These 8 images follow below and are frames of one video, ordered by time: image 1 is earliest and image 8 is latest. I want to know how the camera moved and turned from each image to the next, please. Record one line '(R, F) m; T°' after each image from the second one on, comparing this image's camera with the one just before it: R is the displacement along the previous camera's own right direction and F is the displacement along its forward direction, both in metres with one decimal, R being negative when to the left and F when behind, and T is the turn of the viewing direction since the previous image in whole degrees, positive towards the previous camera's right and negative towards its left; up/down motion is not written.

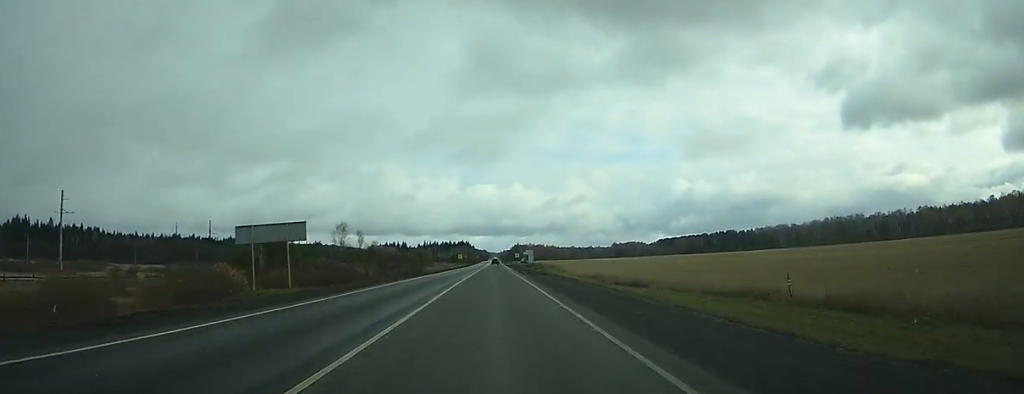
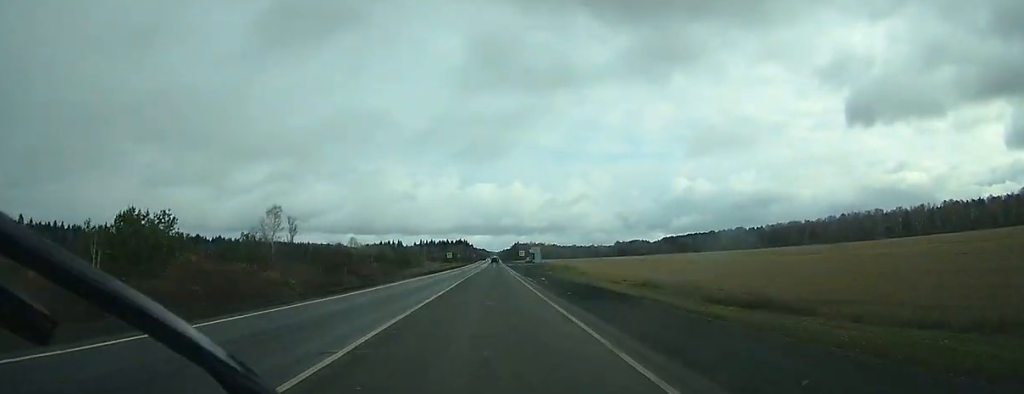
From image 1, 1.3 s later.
(0.0, +33.9) m; 0°
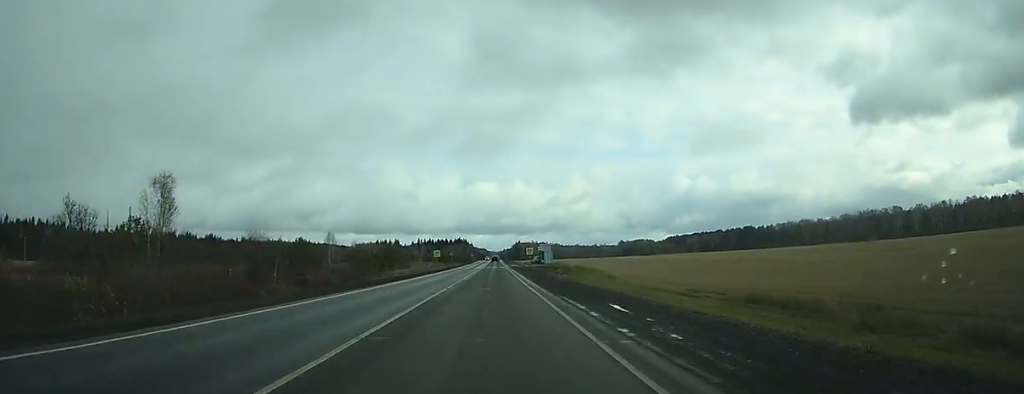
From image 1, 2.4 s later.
(0.0, +27.1) m; 0°
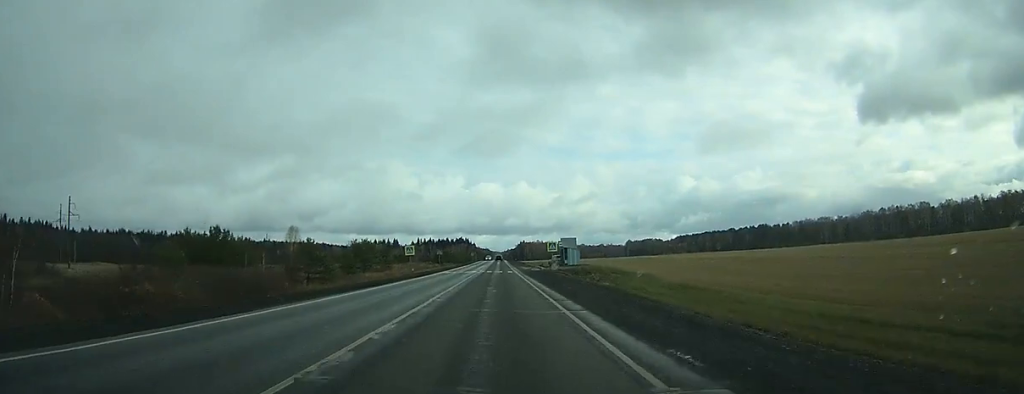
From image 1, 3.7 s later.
(-0.1, +33.1) m; 0°
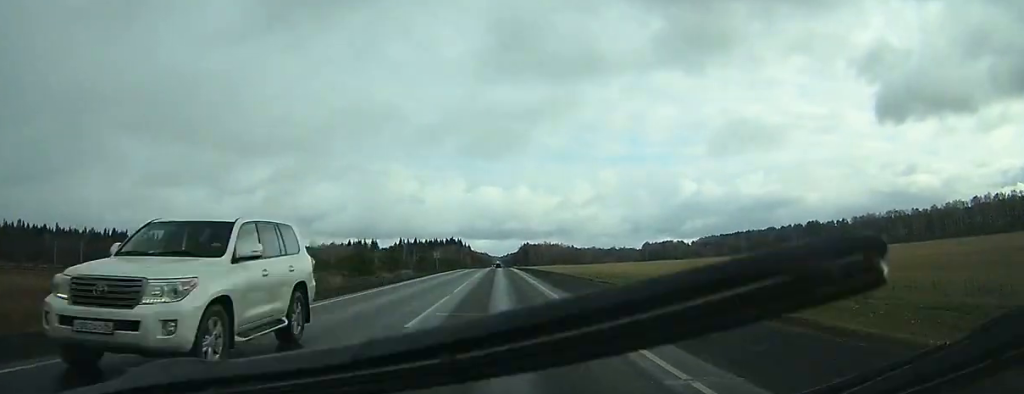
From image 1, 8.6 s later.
(+0.2, +115.0) m; 0°
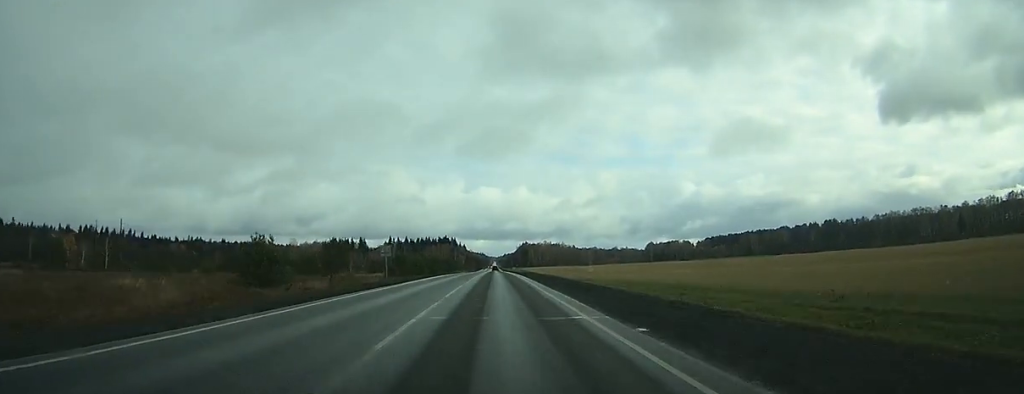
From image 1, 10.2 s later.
(-0.1, +40.0) m; 0°
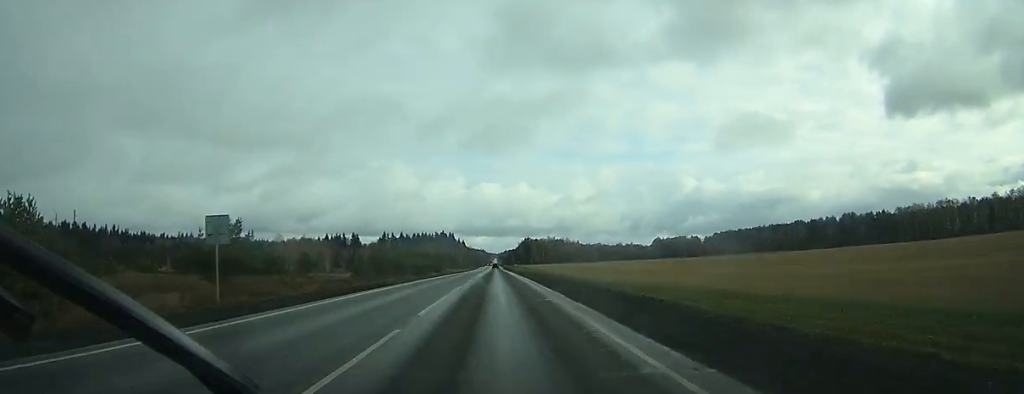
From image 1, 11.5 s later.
(0.0, +32.1) m; 0°
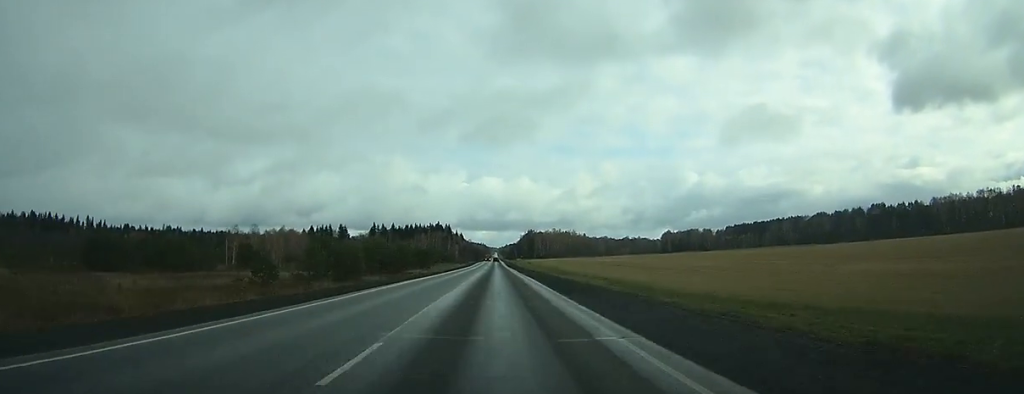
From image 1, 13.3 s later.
(0.0, +45.2) m; 0°
